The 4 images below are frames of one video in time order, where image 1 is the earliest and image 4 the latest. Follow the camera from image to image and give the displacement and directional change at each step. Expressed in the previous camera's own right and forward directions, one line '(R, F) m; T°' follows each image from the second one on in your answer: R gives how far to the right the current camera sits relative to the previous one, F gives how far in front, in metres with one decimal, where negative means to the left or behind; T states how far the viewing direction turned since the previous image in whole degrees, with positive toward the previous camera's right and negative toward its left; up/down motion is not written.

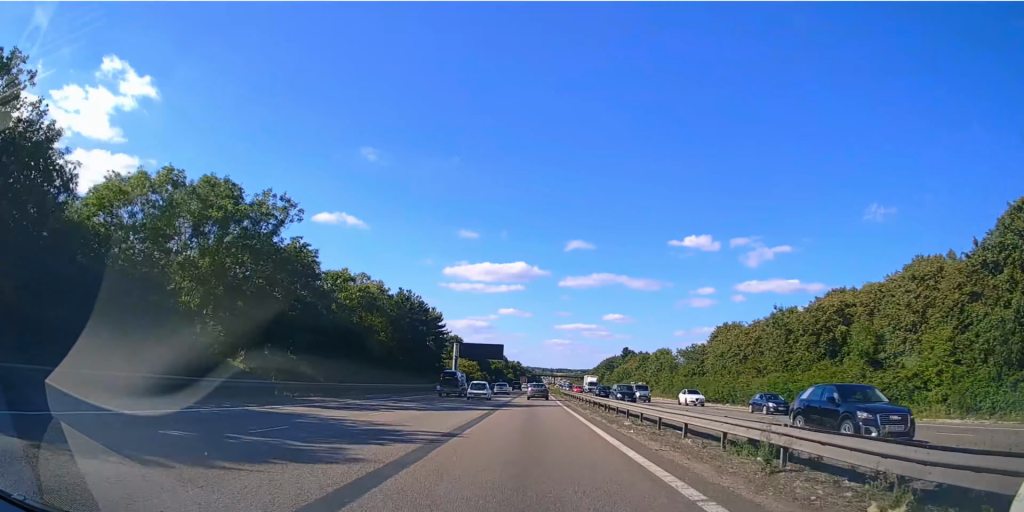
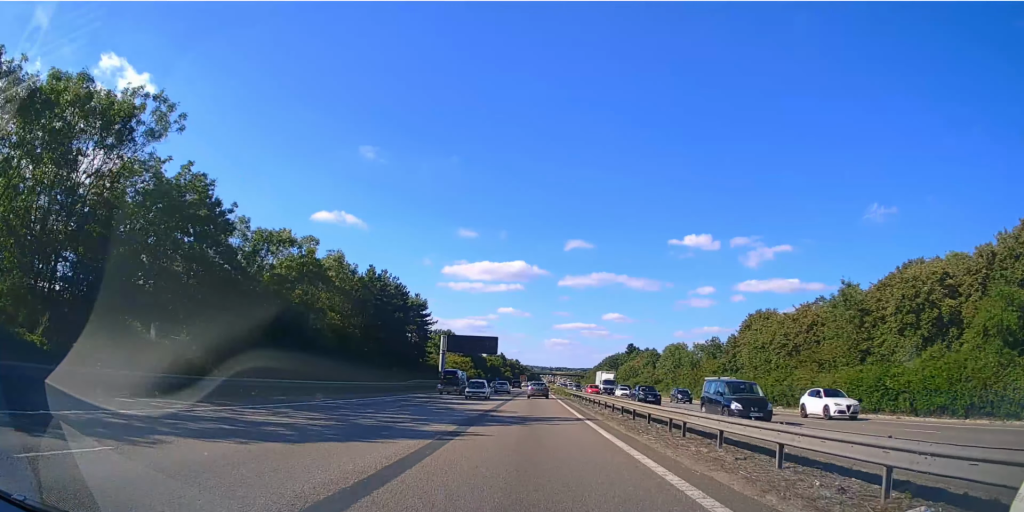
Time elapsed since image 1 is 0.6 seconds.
(0.0, +15.1) m; 0°
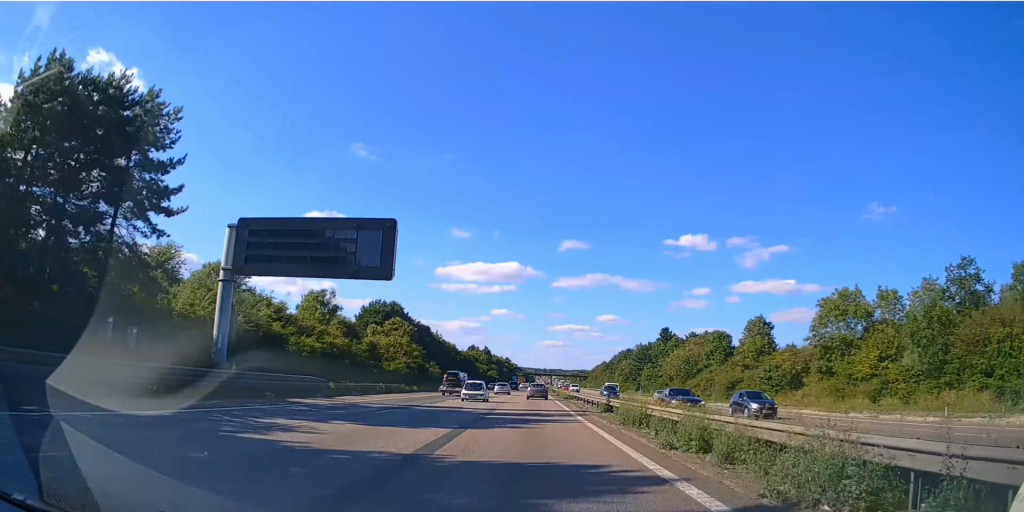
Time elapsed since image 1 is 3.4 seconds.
(+0.3, +75.2) m; 0°
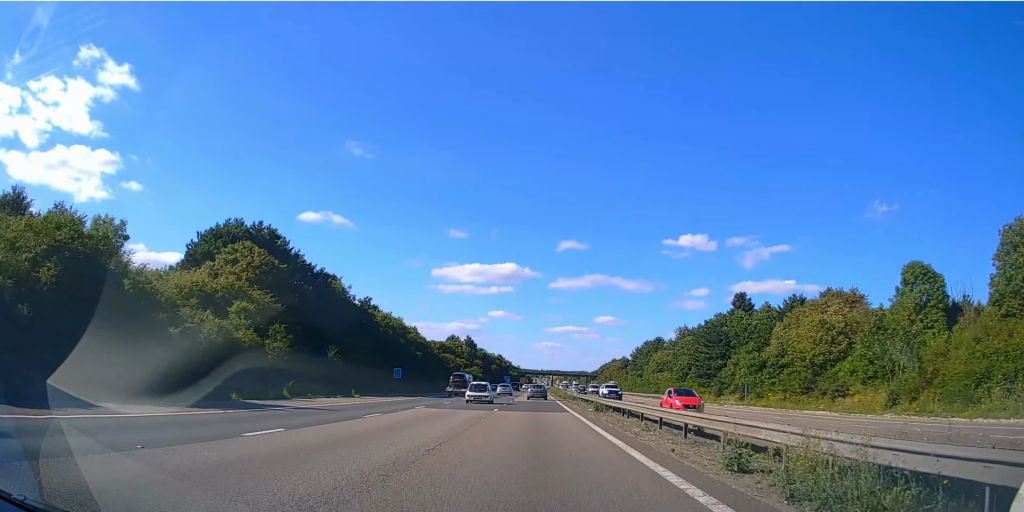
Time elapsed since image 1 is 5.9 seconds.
(+0.3, +64.9) m; 0°
